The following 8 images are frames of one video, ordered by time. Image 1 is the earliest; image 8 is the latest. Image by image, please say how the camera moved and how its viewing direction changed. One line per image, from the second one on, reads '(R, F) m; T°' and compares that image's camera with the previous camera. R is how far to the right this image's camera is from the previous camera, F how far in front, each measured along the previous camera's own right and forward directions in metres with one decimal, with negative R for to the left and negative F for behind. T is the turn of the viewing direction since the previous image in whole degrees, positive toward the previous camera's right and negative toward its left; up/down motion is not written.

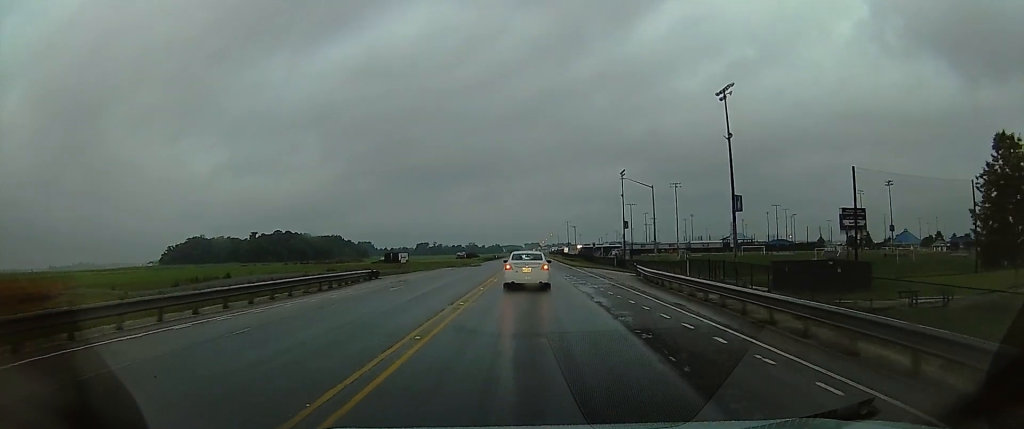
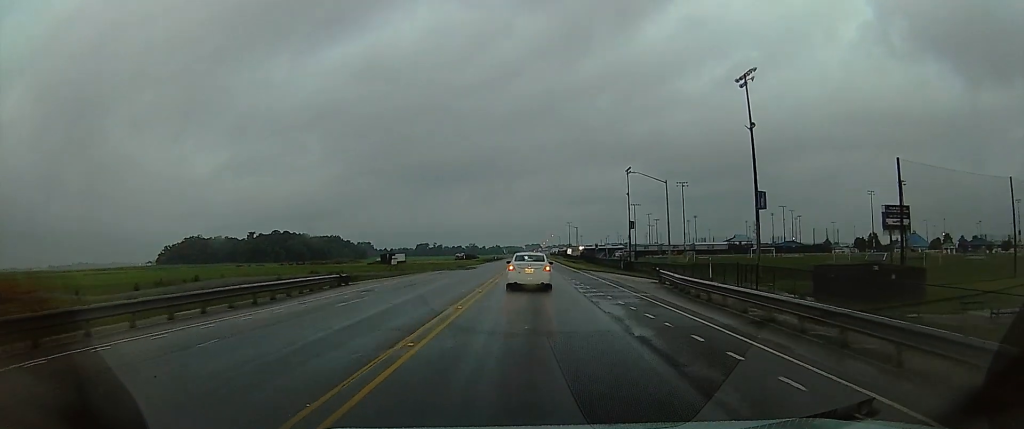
(-0.2, +6.6) m; 0°
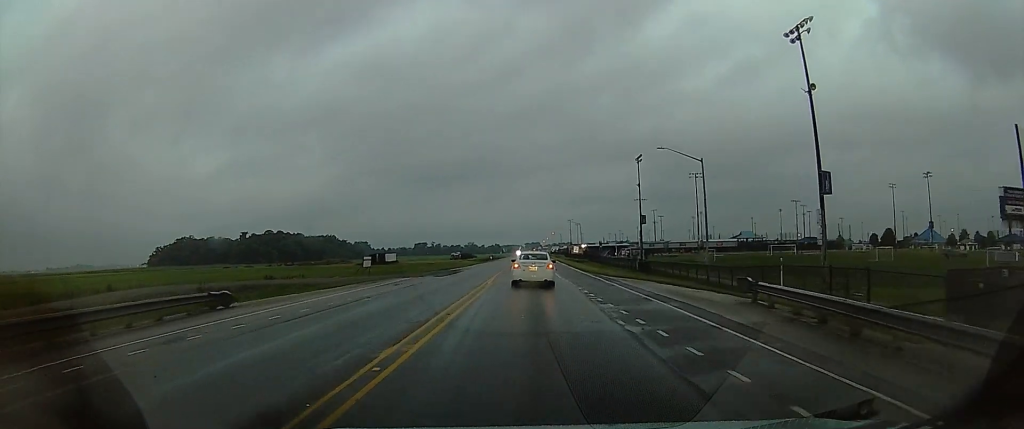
(-0.5, +14.0) m; +1°
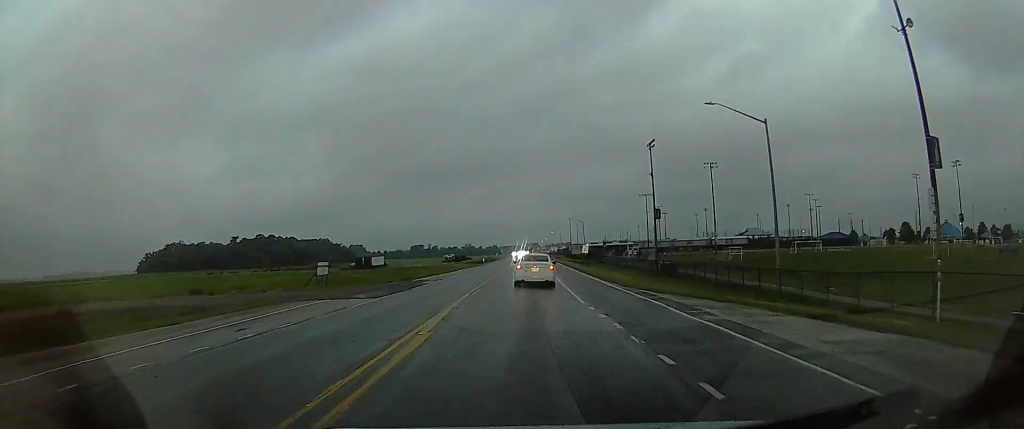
(+0.7, +15.2) m; +2°
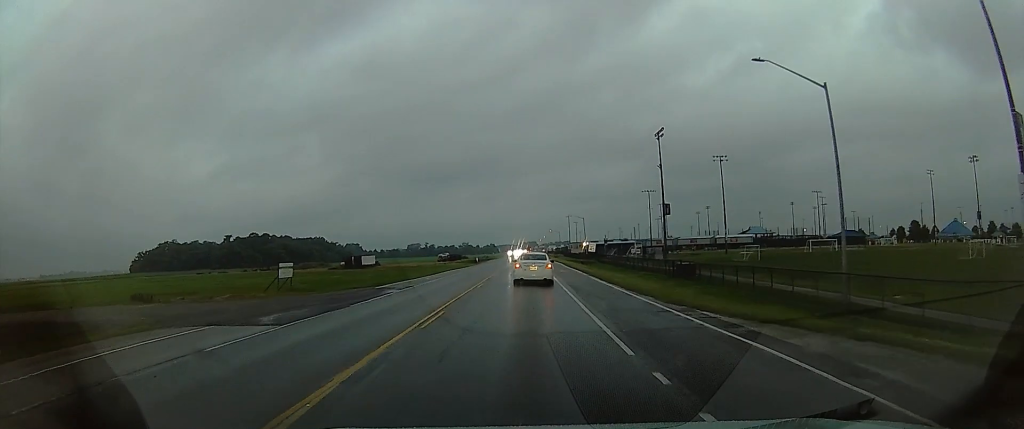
(+0.1, +8.4) m; -2°
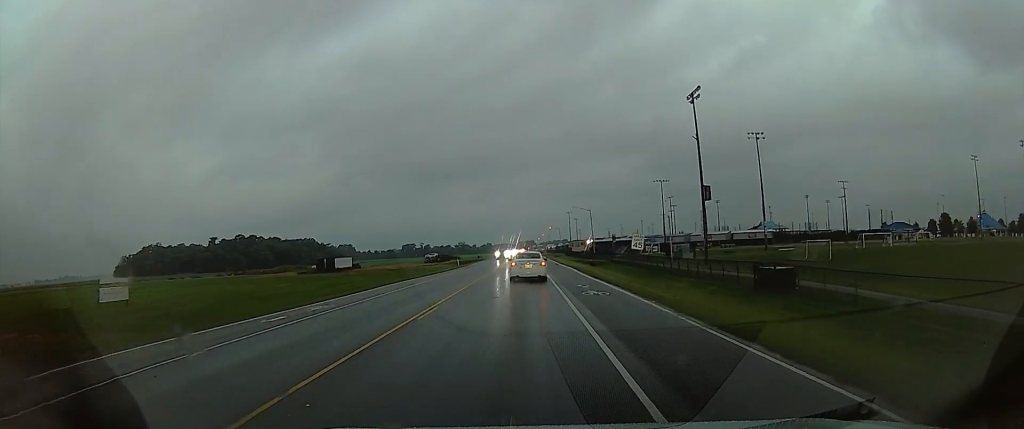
(-1.6, +22.5) m; -2°
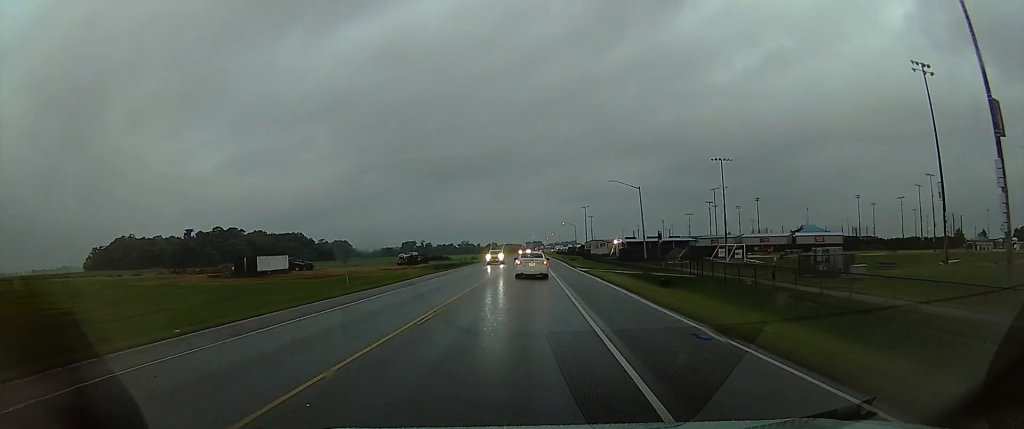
(+3.4, +48.3) m; +3°
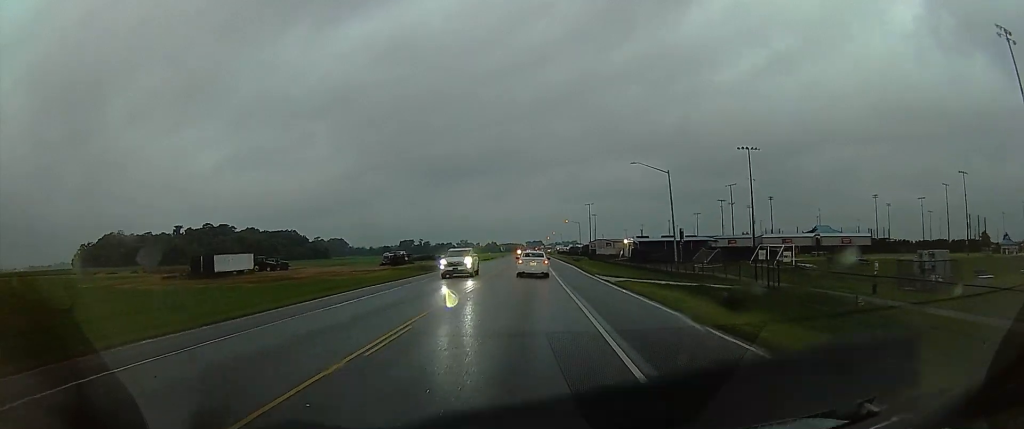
(+0.1, +16.0) m; 0°
